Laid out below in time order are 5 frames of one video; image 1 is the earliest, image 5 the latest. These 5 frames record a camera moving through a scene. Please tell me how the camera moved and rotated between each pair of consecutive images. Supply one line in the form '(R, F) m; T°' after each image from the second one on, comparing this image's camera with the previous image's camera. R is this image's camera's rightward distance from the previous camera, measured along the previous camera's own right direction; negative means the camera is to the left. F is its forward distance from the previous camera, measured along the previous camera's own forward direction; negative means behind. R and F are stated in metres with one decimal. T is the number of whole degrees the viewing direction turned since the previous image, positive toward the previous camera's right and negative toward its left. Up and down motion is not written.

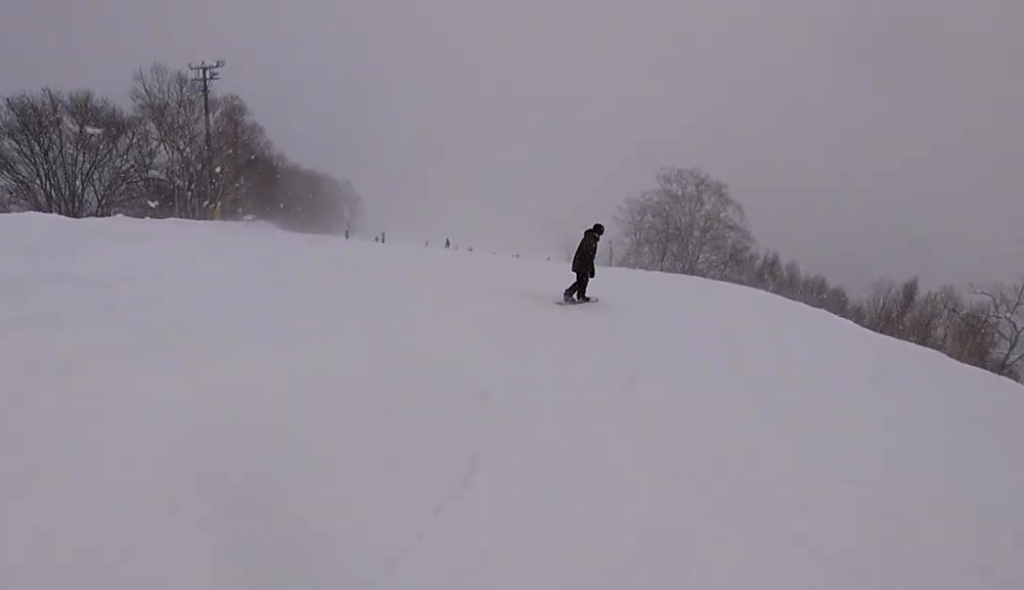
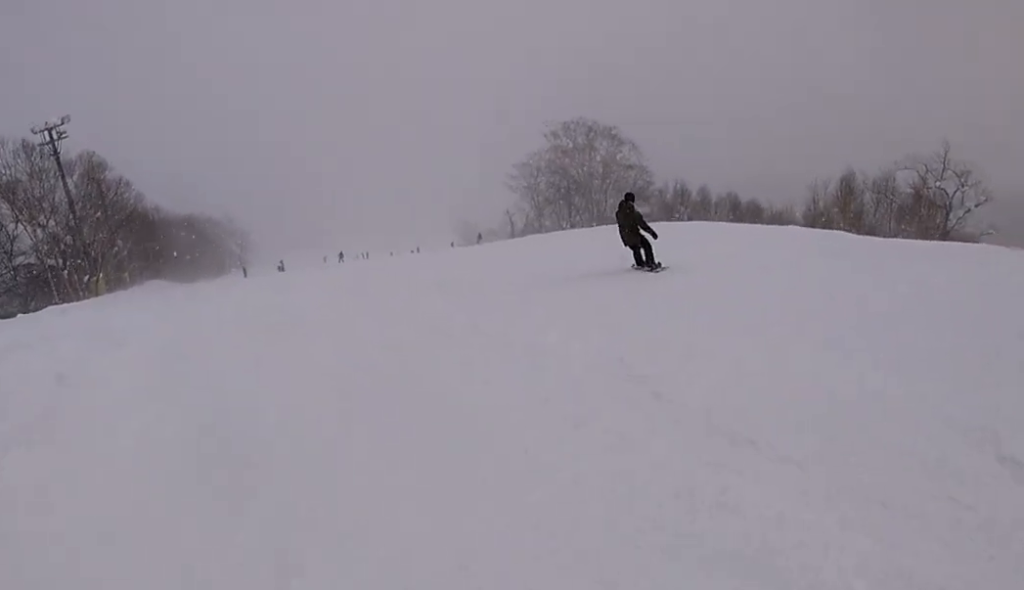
(+0.7, +4.4) m; +14°
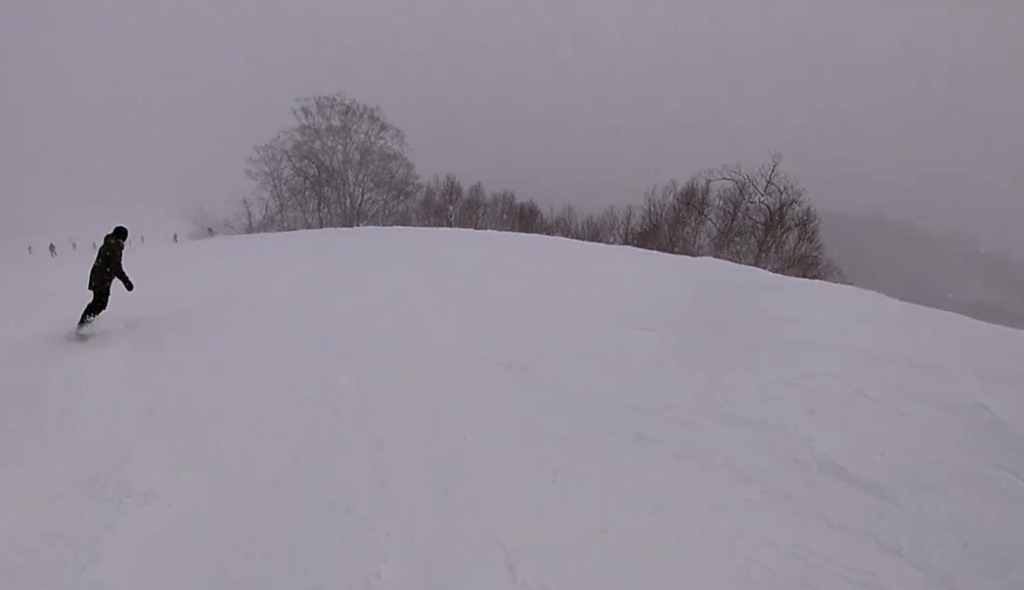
(+3.5, +12.9) m; +12°
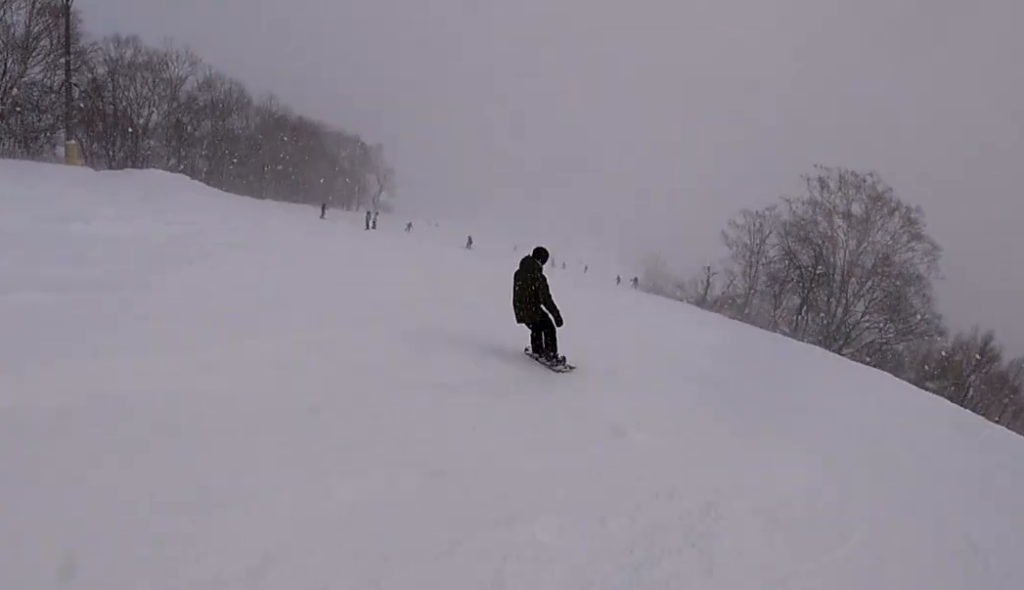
(-3.3, +11.6) m; -40°
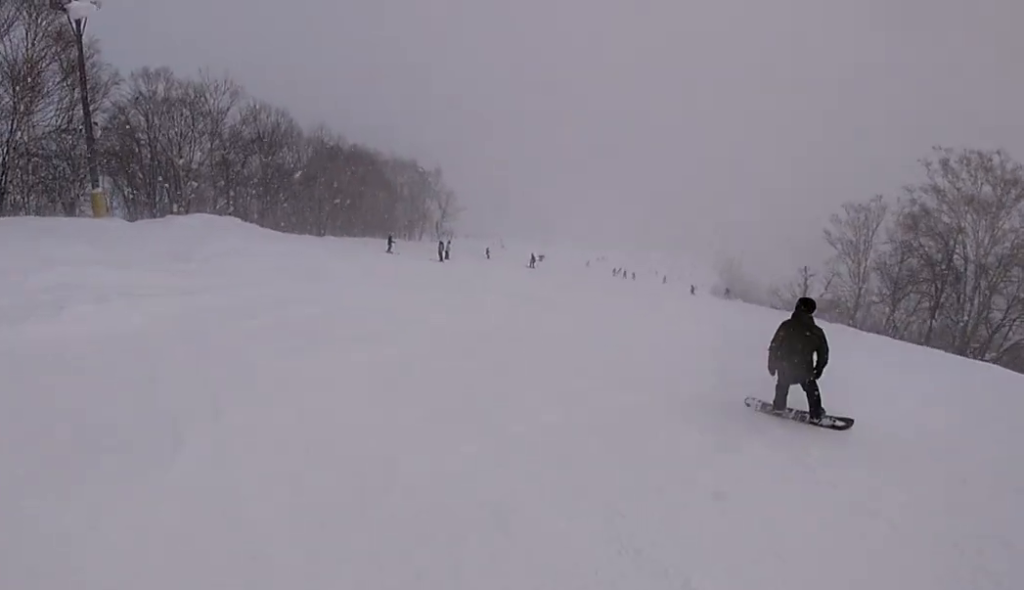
(-1.1, +5.6) m; -12°
